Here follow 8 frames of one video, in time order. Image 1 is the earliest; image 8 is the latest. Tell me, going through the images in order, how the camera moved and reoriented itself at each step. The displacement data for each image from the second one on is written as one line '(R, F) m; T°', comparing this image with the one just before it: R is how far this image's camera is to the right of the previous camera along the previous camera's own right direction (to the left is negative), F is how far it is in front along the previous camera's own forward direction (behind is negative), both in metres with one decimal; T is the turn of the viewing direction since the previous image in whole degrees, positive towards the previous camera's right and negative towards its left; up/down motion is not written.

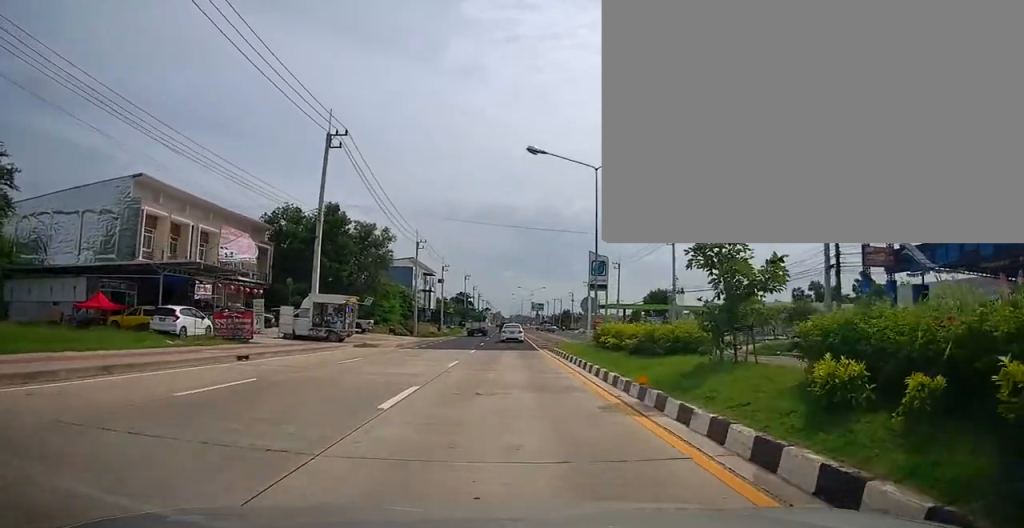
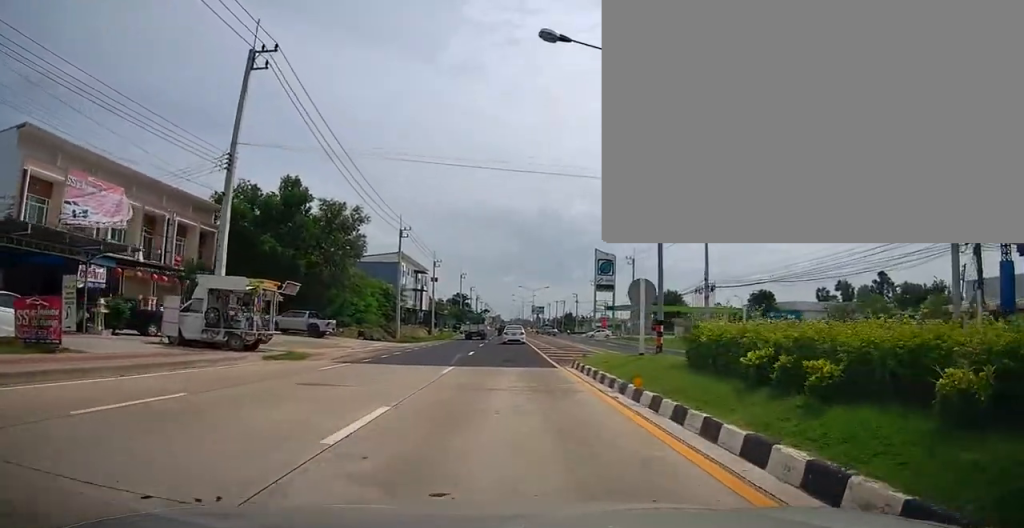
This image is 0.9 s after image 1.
(+0.1, +11.9) m; +2°
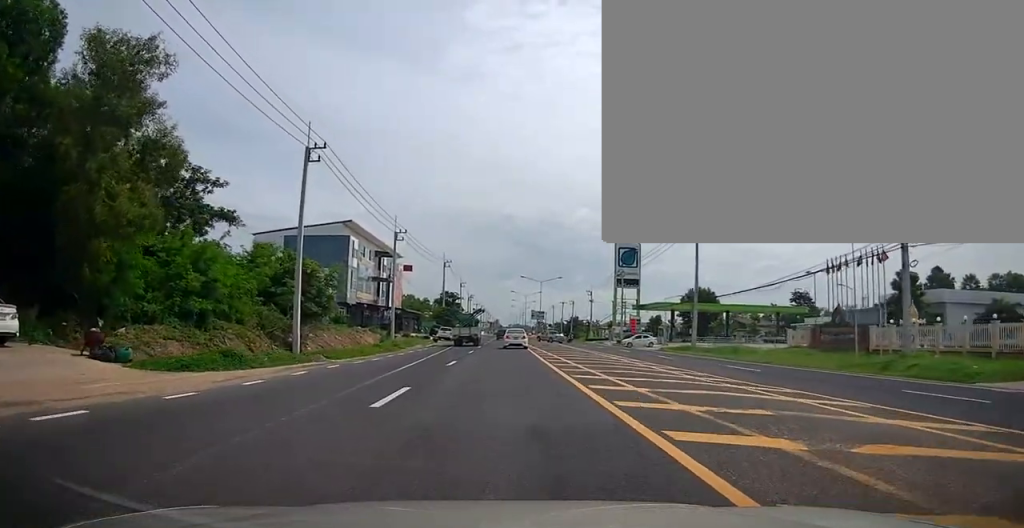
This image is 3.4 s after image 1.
(-0.6, +31.1) m; -2°
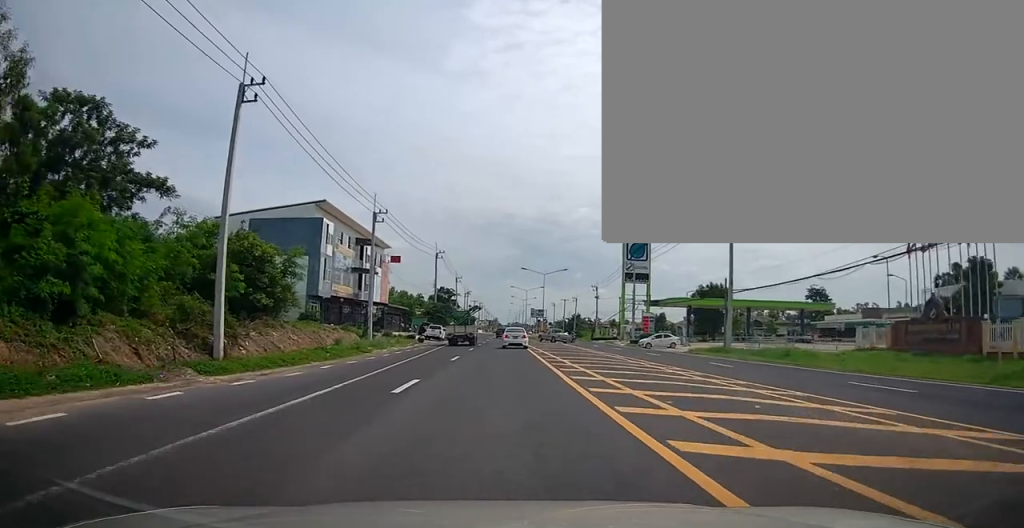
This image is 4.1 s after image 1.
(+0.5, +9.6) m; +2°
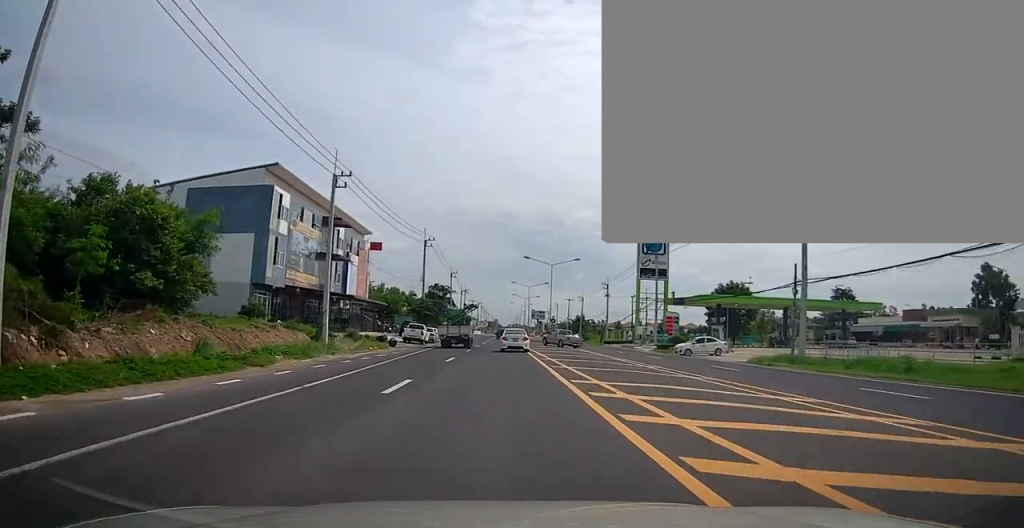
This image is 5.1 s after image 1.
(+0.2, +12.8) m; +1°
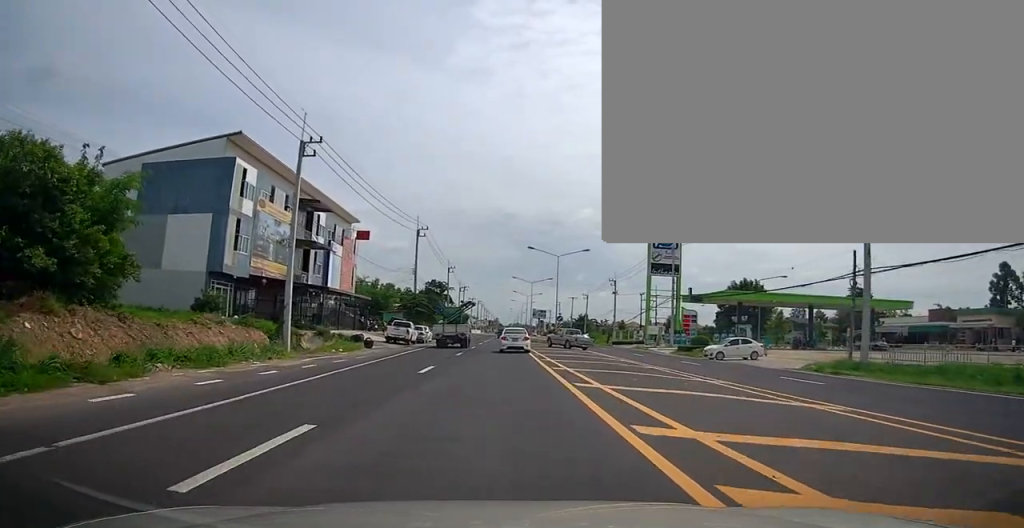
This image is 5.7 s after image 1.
(0.0, +7.1) m; -1°
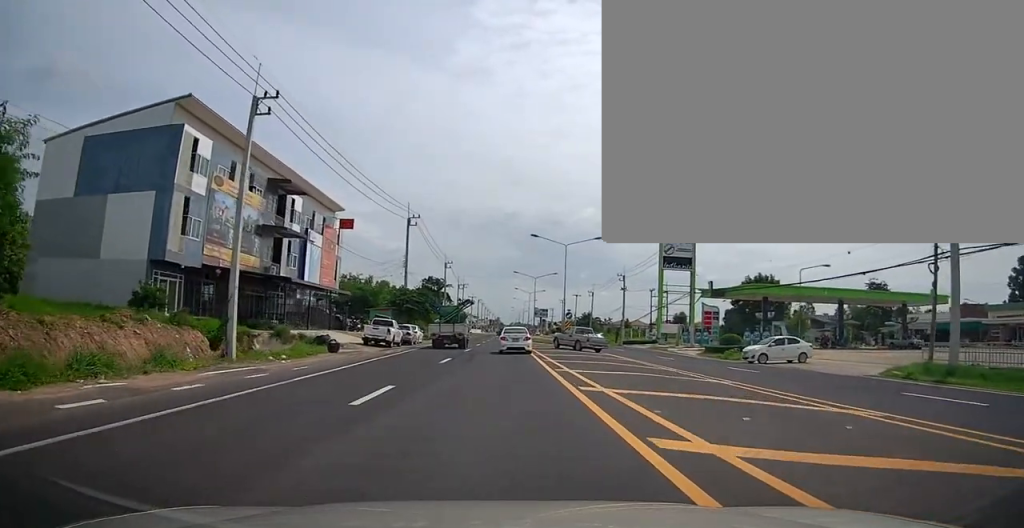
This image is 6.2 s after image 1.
(+0.1, +7.1) m; -1°
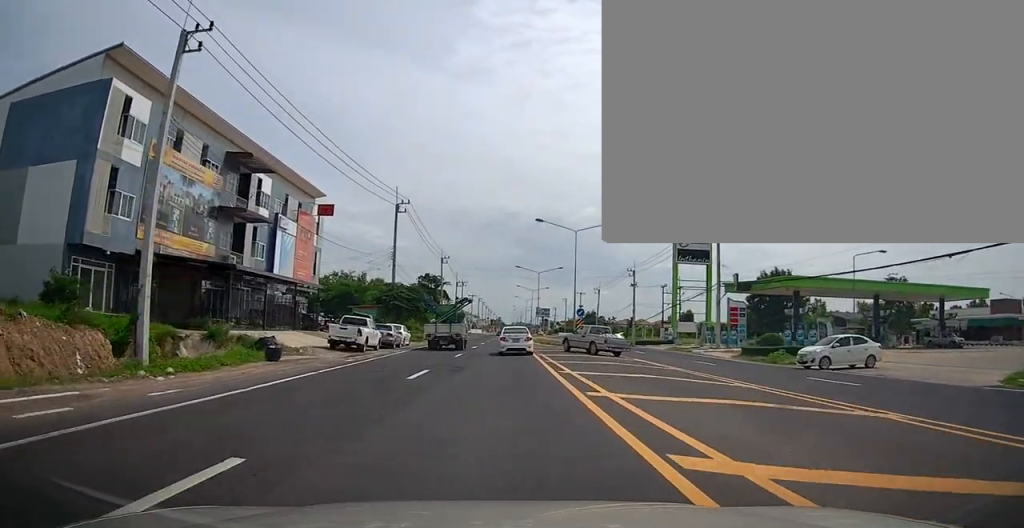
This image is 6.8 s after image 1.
(-0.2, +7.1) m; 0°
